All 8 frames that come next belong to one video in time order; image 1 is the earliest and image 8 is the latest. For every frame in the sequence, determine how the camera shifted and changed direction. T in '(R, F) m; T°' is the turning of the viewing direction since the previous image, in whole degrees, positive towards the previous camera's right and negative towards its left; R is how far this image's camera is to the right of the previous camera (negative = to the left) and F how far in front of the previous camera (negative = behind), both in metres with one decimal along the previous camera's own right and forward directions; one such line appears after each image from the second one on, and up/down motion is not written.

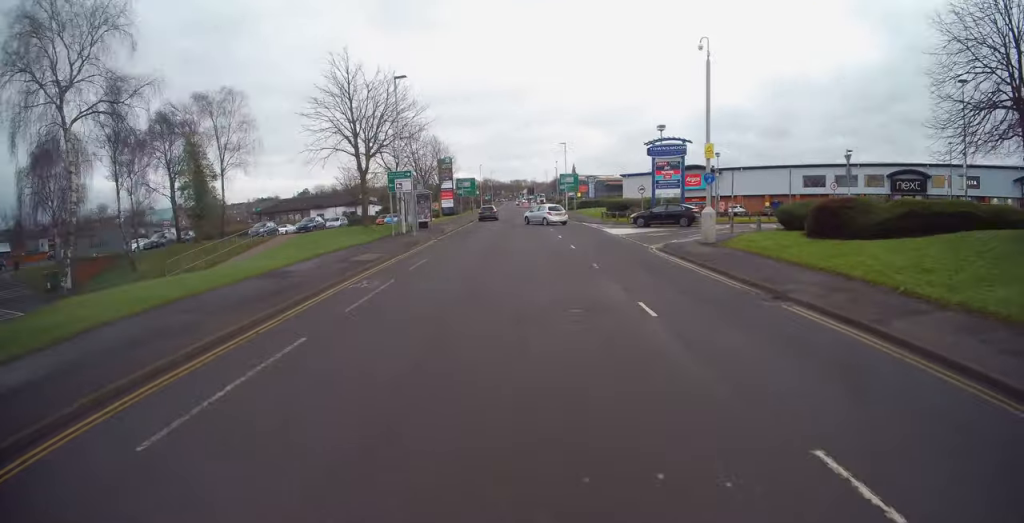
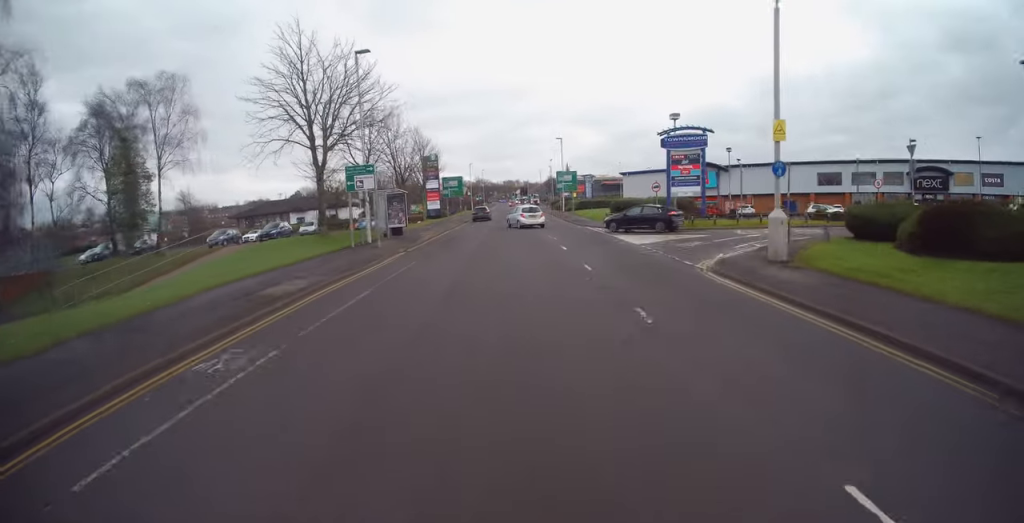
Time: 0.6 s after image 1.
(+0.1, +6.4) m; +1°
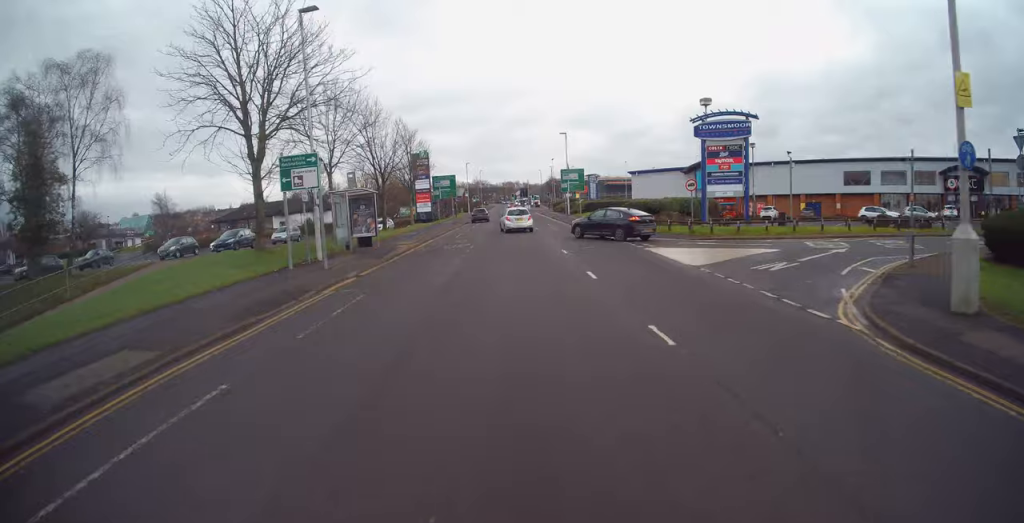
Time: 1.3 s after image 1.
(0.0, +7.2) m; -1°
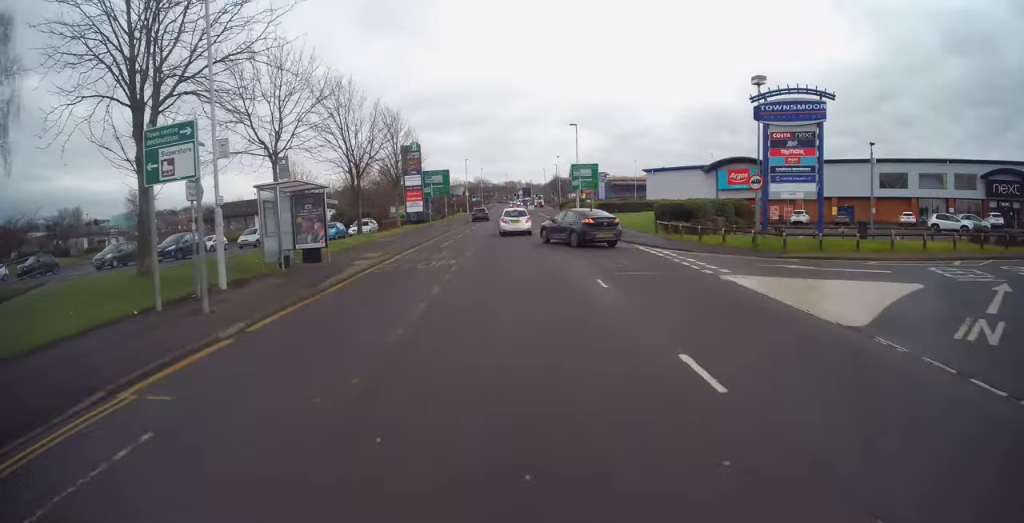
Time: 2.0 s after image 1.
(-0.1, +7.4) m; 0°
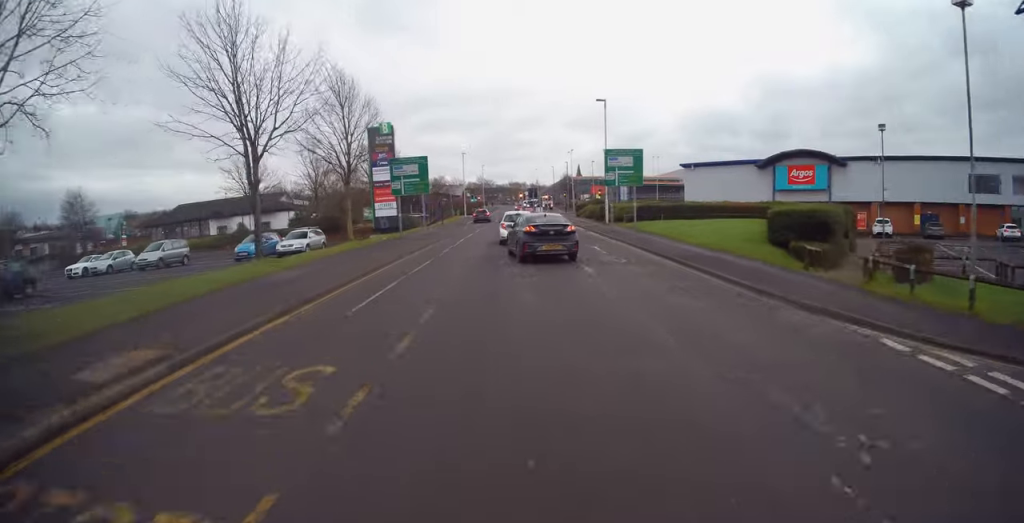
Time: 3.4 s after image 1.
(+0.1, +14.0) m; 0°
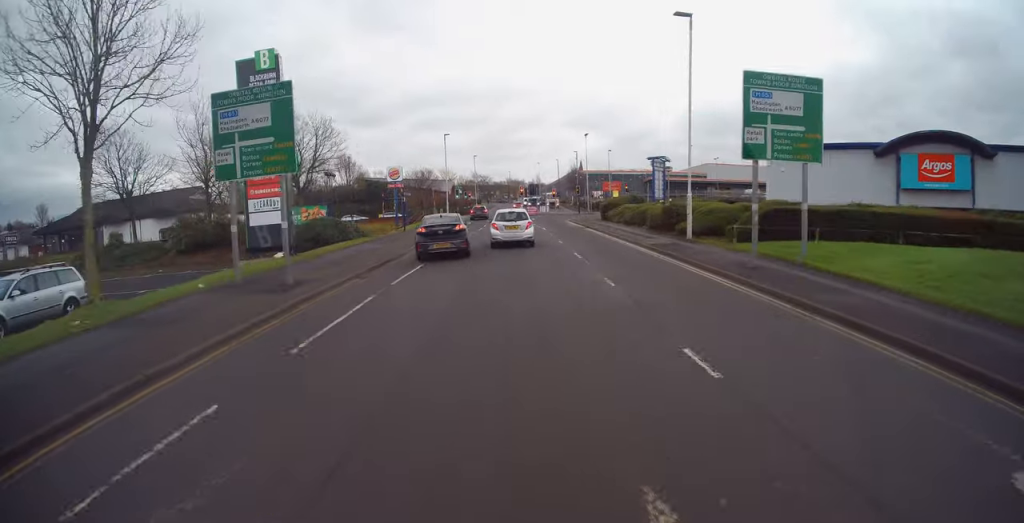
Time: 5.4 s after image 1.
(+0.1, +19.4) m; +1°
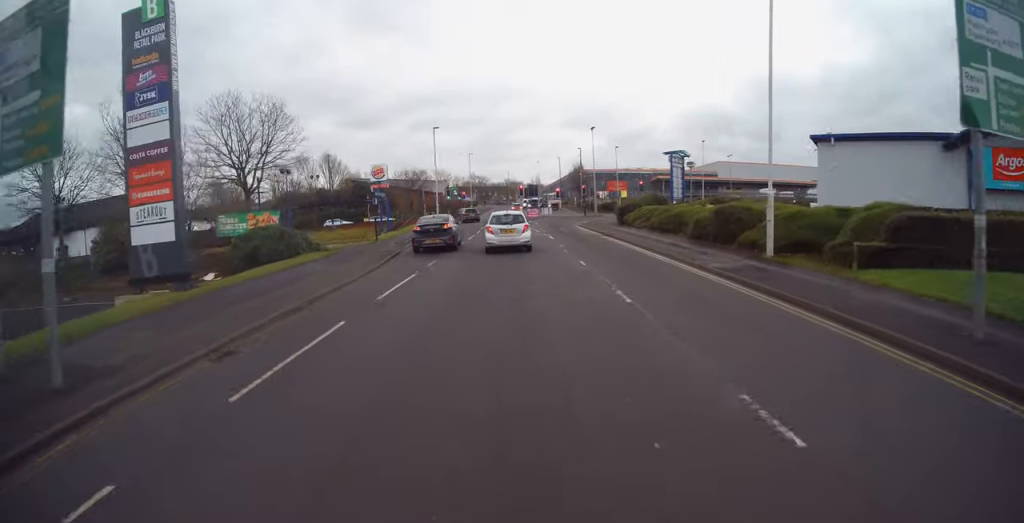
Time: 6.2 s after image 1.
(-0.1, +7.1) m; +1°
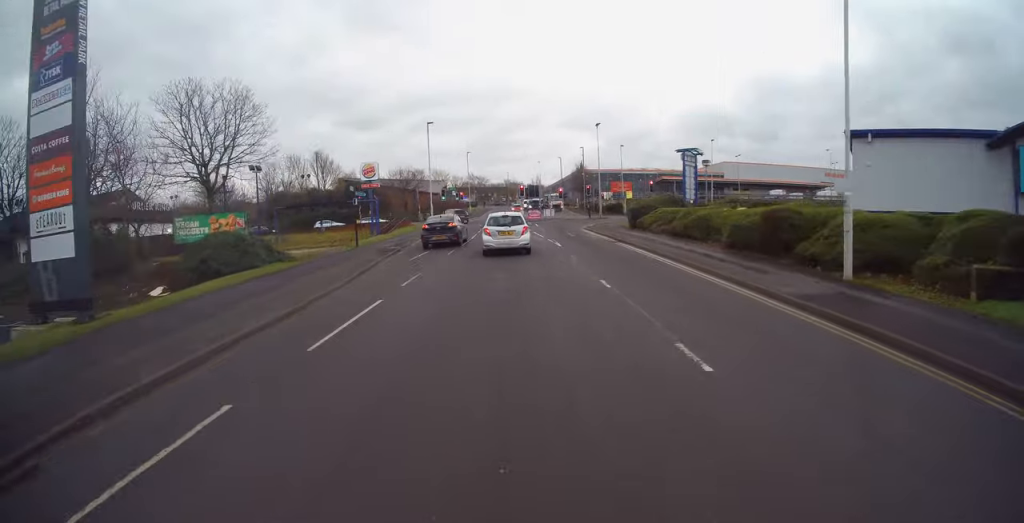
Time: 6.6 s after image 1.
(-0.1, +3.7) m; 0°
